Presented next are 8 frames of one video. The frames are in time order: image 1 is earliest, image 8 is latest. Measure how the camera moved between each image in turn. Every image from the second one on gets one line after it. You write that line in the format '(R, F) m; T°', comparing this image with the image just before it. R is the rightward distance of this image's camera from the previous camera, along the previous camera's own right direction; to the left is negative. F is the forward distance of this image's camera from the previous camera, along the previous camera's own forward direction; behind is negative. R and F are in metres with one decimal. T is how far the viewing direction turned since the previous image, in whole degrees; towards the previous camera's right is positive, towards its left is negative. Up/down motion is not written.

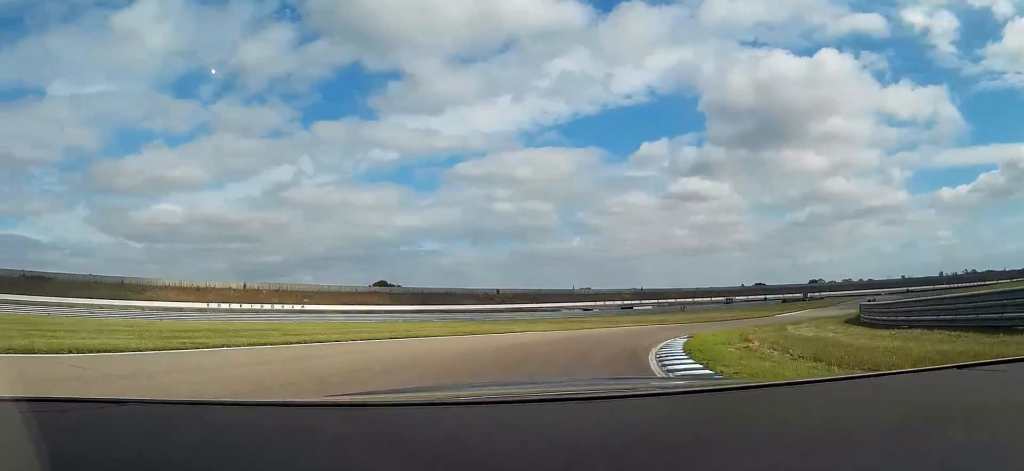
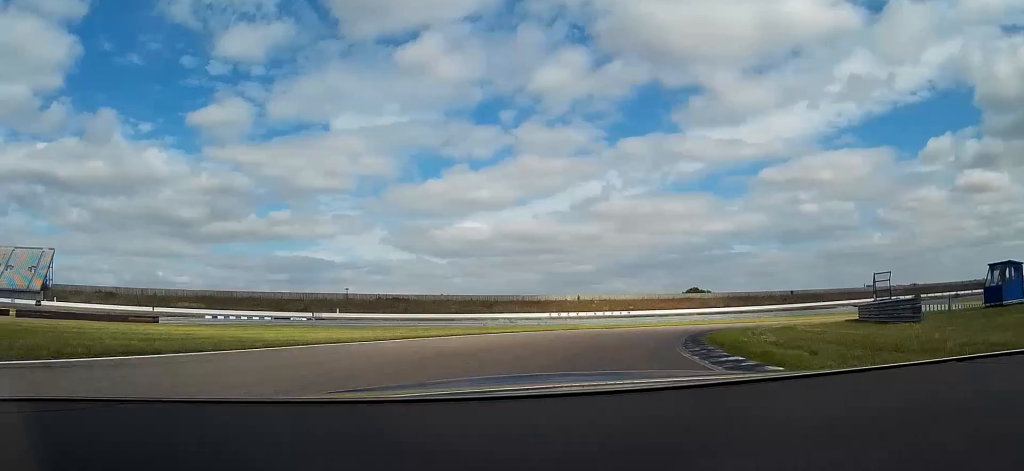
(-12.2, +40.3) m; -33°
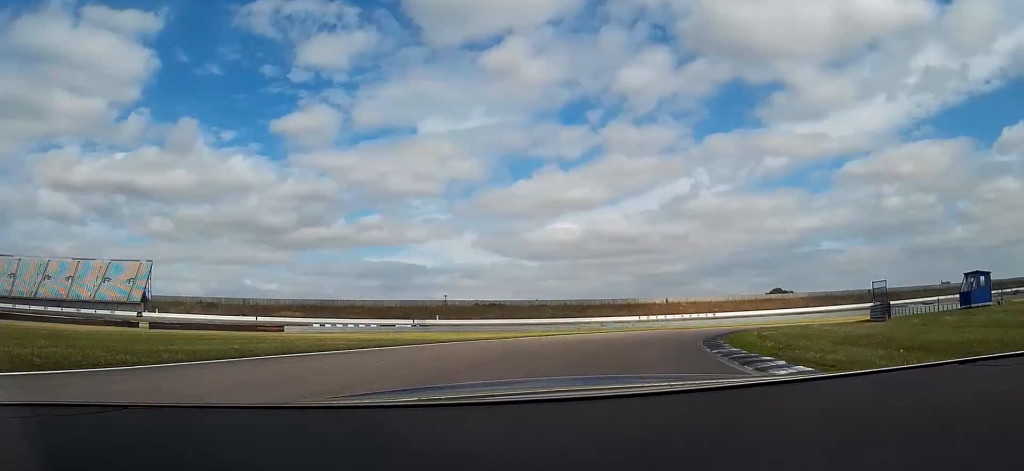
(-0.5, +11.2) m; -8°
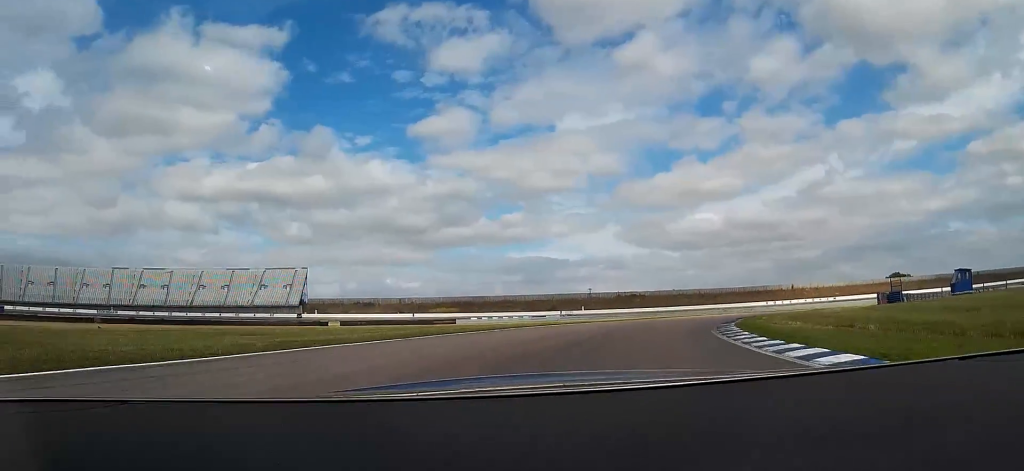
(-2.3, +19.7) m; -12°
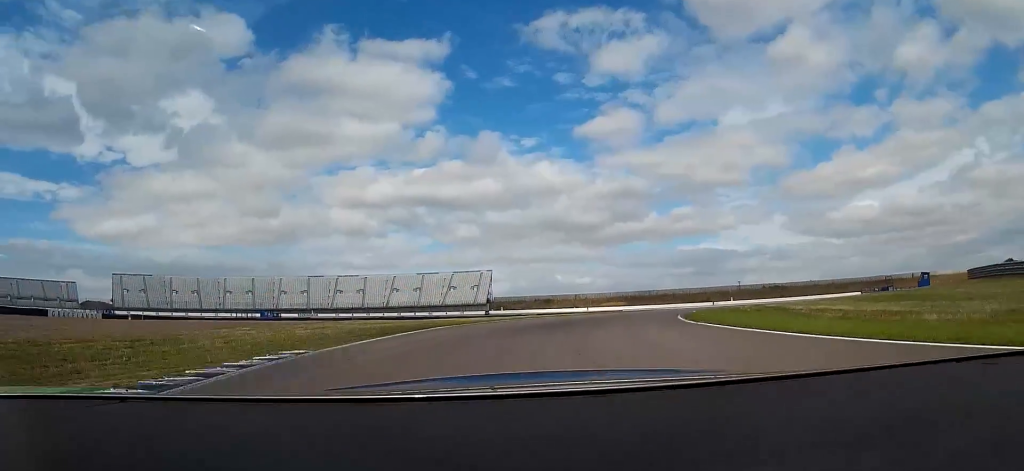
(-6.2, +39.0) m; -15°
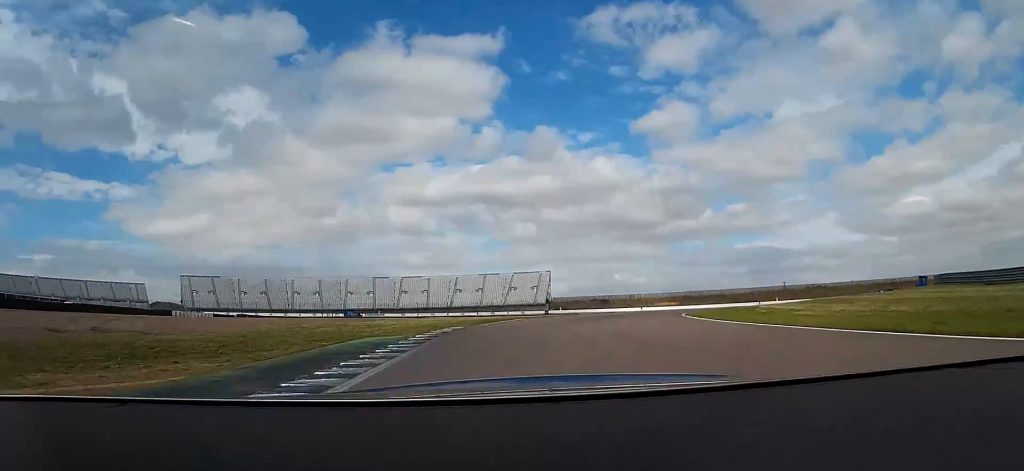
(-0.3, +15.1) m; -4°
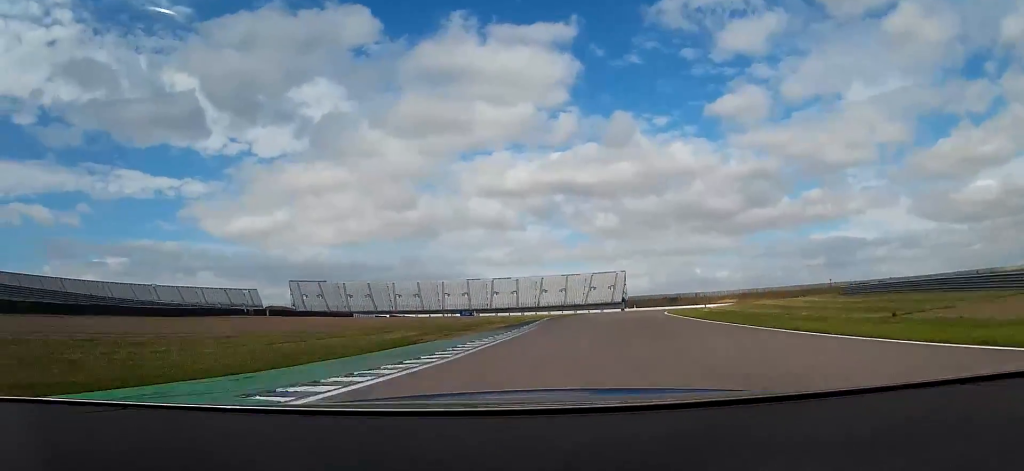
(-3.1, +41.0) m; -6°
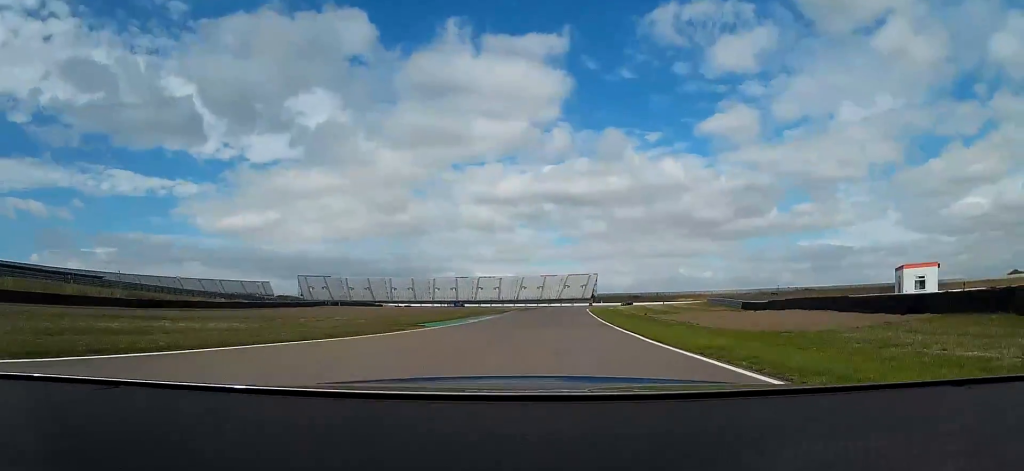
(-0.3, +48.1) m; +1°
